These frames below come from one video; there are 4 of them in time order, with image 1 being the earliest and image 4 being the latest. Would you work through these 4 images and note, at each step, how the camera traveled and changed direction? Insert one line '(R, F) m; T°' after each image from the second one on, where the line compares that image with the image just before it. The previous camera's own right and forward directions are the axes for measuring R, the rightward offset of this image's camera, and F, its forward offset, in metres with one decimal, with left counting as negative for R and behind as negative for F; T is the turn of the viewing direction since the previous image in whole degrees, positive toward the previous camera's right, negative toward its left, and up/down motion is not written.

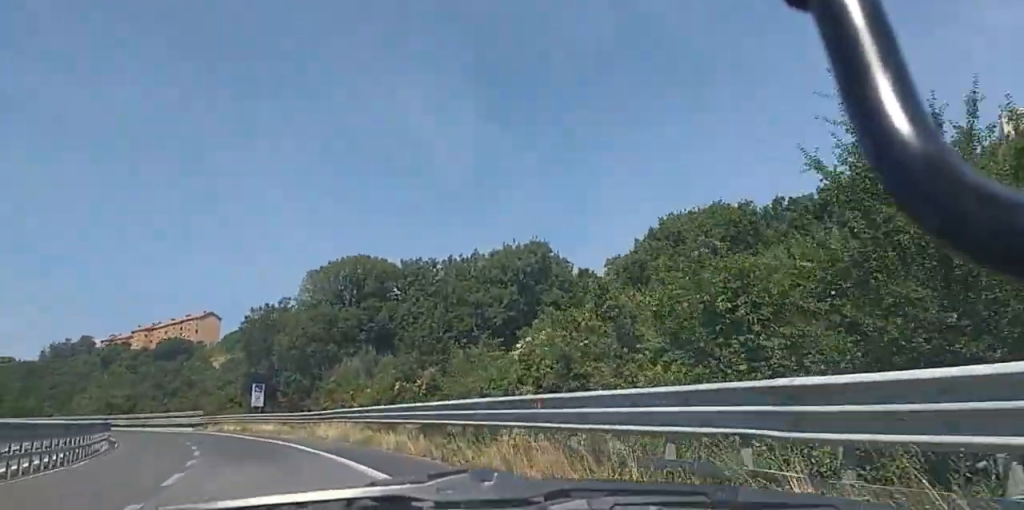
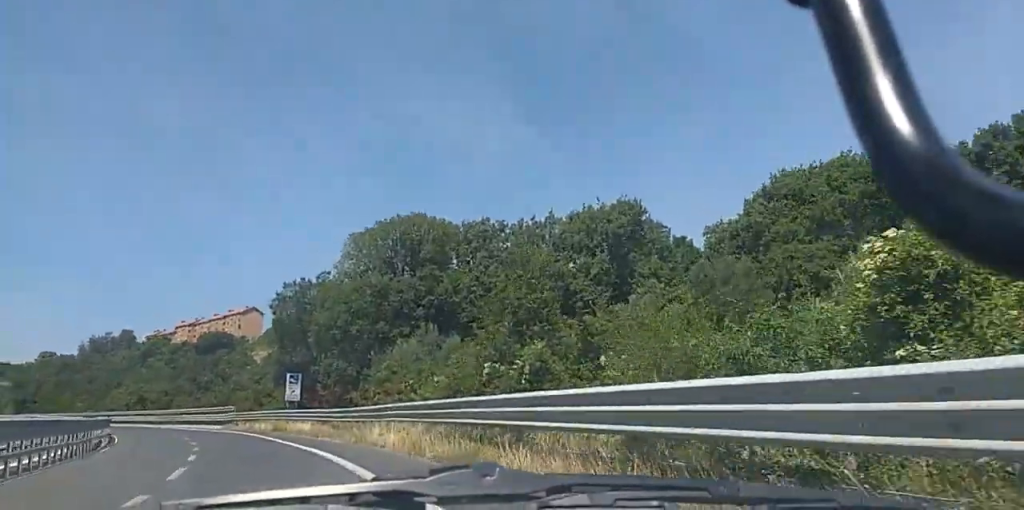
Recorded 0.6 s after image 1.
(+0.1, +12.0) m; -2°
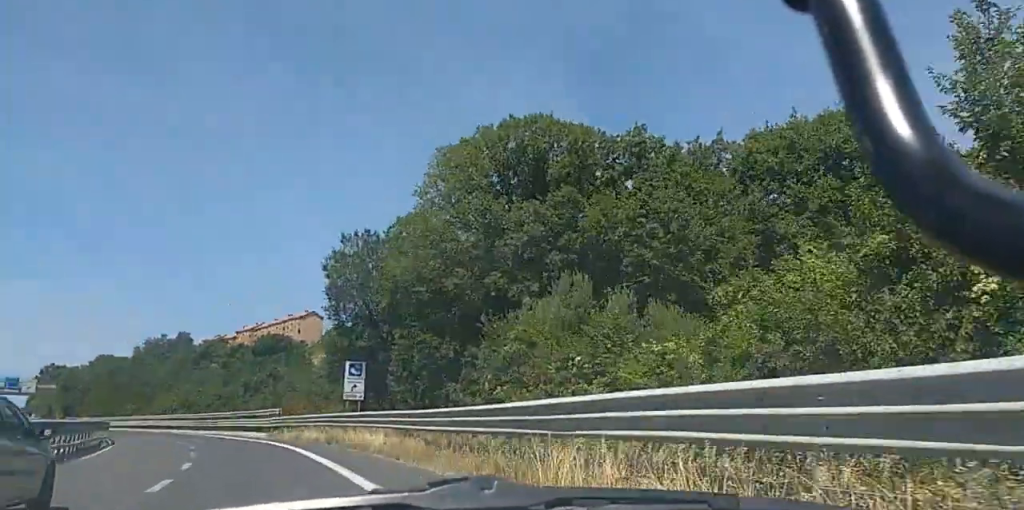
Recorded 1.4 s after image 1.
(-0.8, +17.8) m; -3°
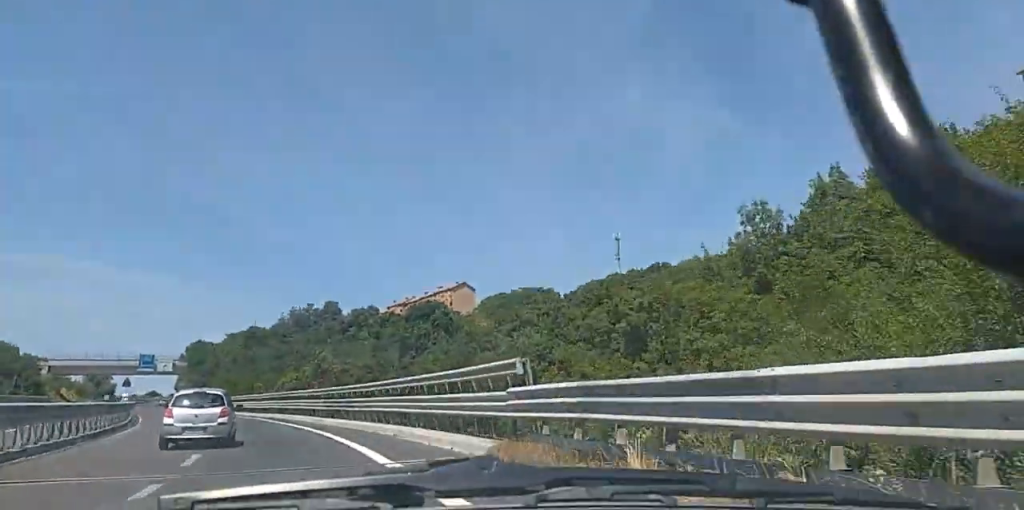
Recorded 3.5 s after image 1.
(-1.3, +41.4) m; -3°
